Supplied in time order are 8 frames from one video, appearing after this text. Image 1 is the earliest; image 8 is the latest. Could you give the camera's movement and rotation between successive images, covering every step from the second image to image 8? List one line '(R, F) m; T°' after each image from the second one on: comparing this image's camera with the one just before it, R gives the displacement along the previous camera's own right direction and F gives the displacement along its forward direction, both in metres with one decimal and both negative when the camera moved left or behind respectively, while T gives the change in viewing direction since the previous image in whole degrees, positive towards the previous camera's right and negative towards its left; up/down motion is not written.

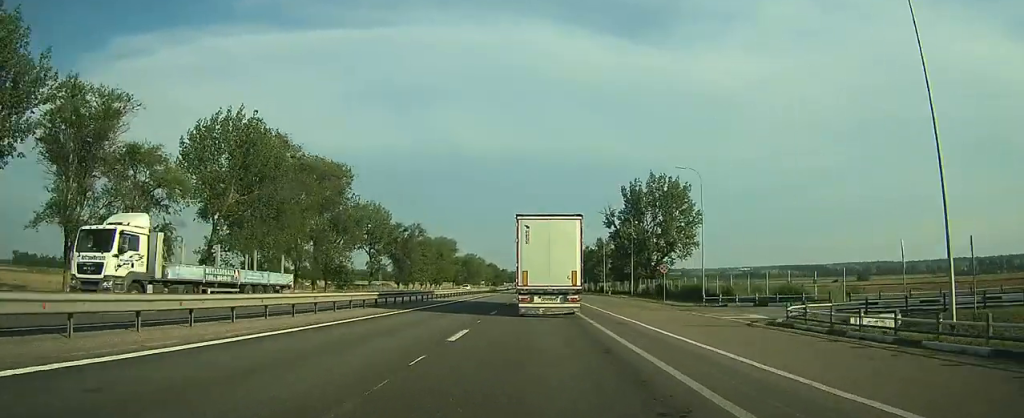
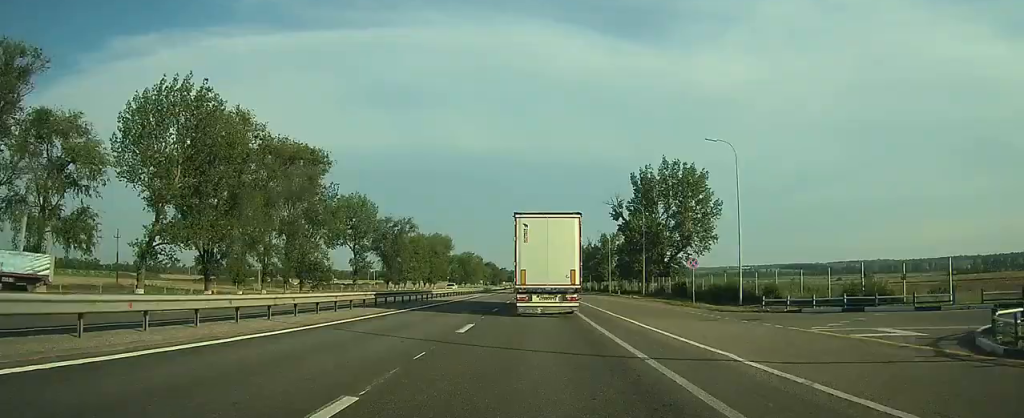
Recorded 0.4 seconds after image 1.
(0.0, +9.8) m; 0°
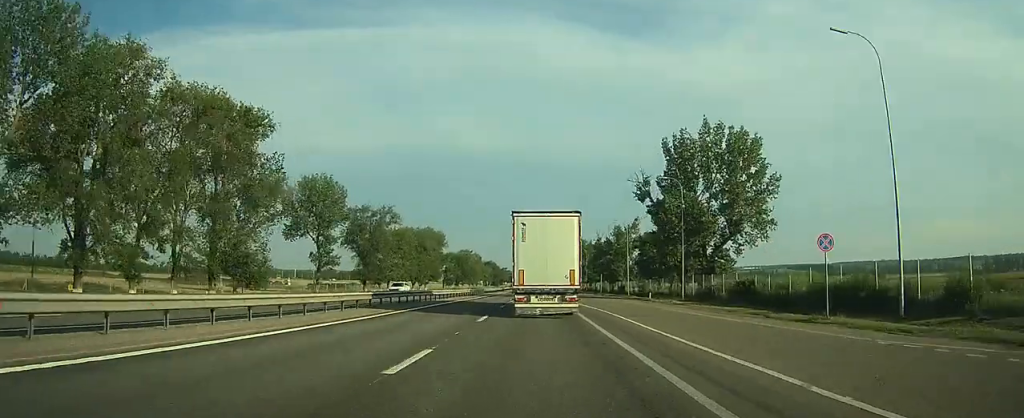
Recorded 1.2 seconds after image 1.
(0.0, +19.1) m; 0°
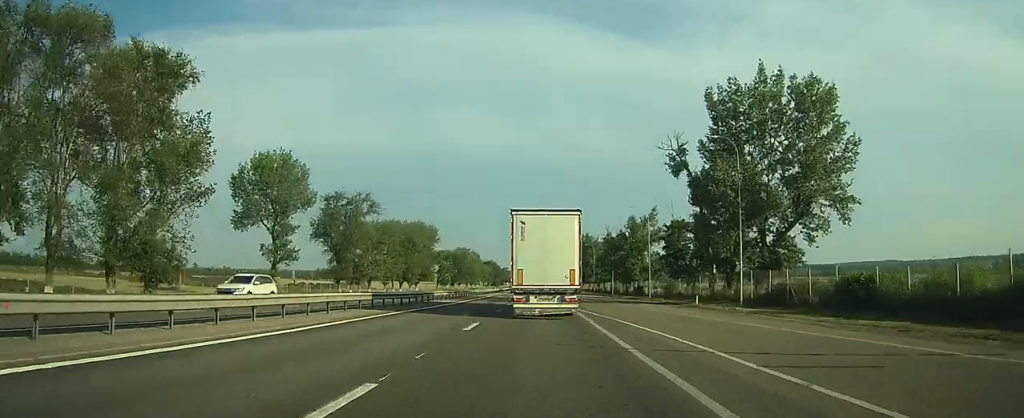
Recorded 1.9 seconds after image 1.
(0.0, +15.6) m; 0°
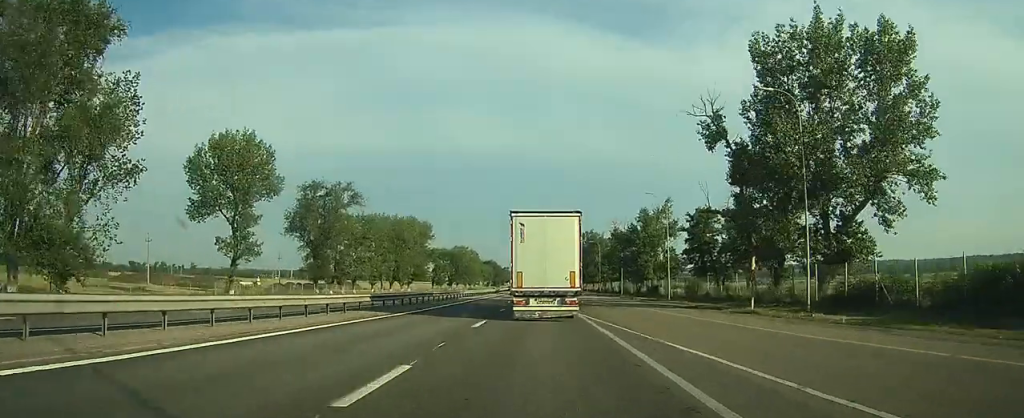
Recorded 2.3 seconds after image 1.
(0.0, +10.0) m; 0°
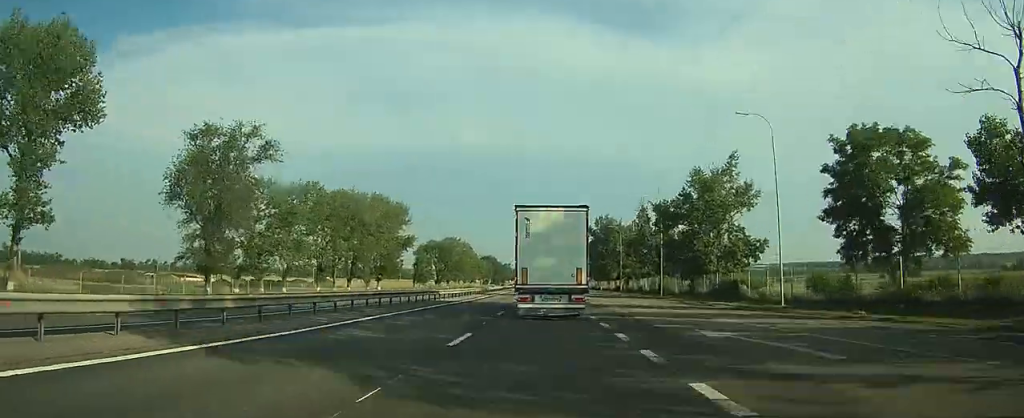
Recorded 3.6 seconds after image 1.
(0.0, +28.3) m; 0°
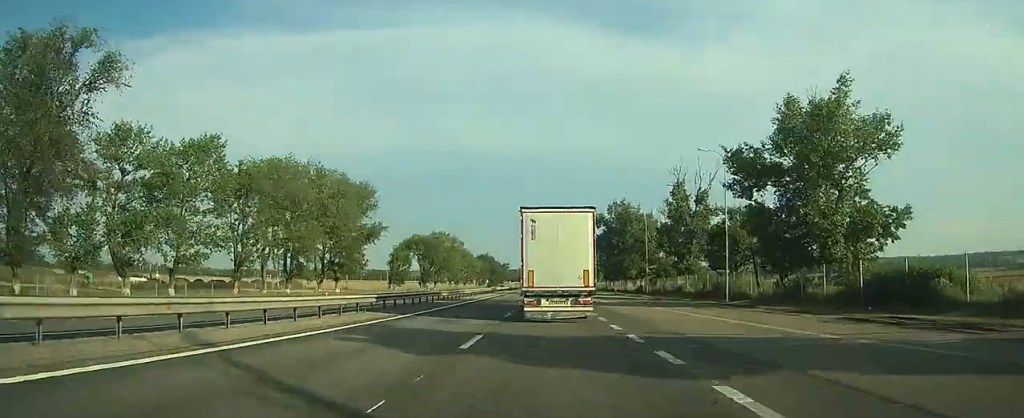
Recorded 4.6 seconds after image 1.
(0.0, +22.0) m; 0°
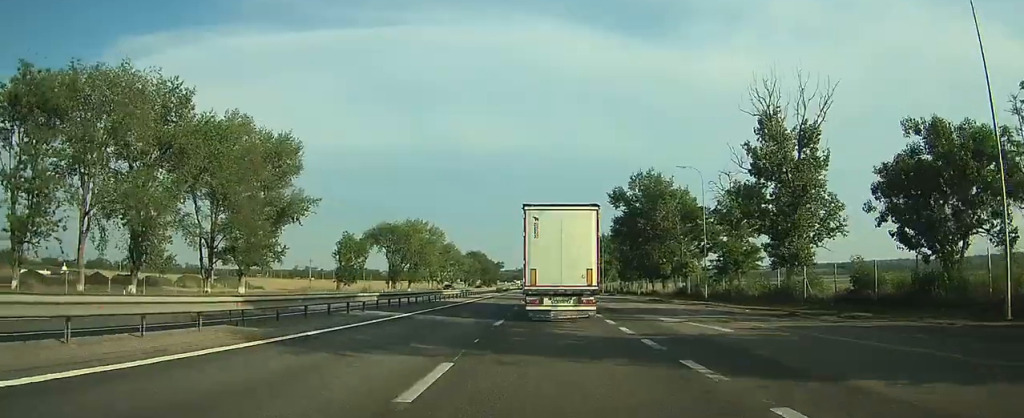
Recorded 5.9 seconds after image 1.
(0.0, +25.1) m; 0°
